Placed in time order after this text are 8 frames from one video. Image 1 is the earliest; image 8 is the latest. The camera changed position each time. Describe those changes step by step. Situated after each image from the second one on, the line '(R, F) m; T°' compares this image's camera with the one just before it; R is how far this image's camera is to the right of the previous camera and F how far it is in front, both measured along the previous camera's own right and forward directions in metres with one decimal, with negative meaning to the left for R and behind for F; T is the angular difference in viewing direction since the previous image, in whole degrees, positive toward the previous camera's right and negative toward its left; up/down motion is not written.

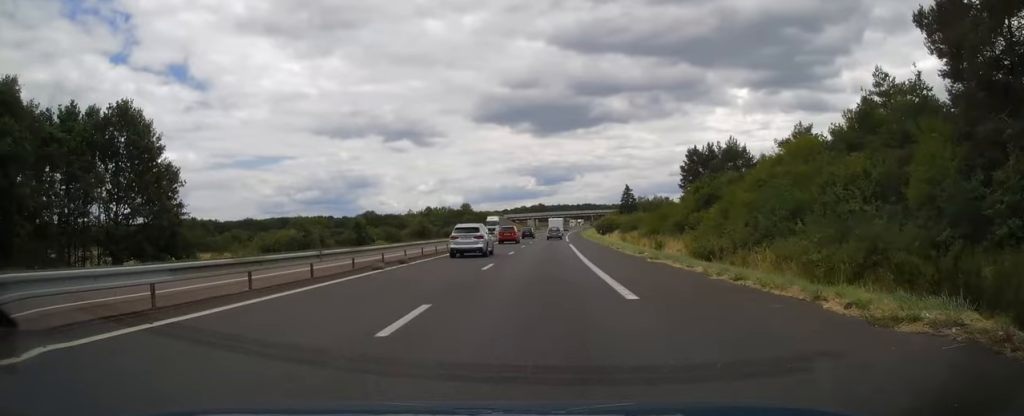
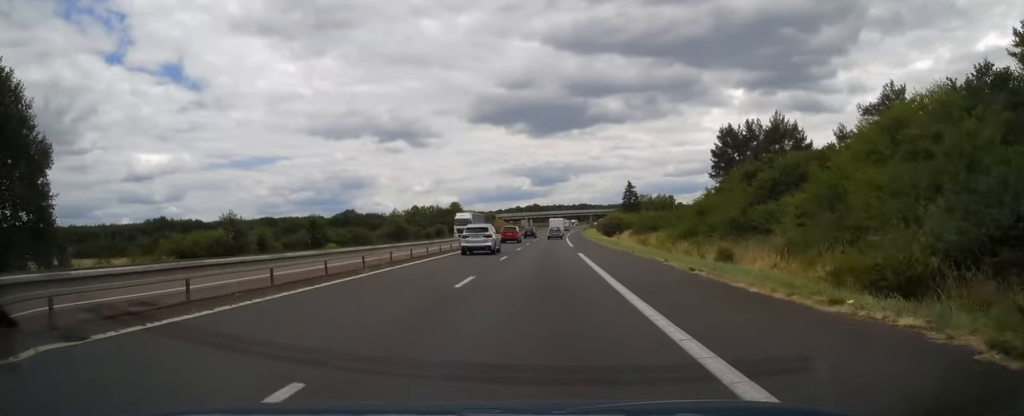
(+0.1, +18.7) m; +1°
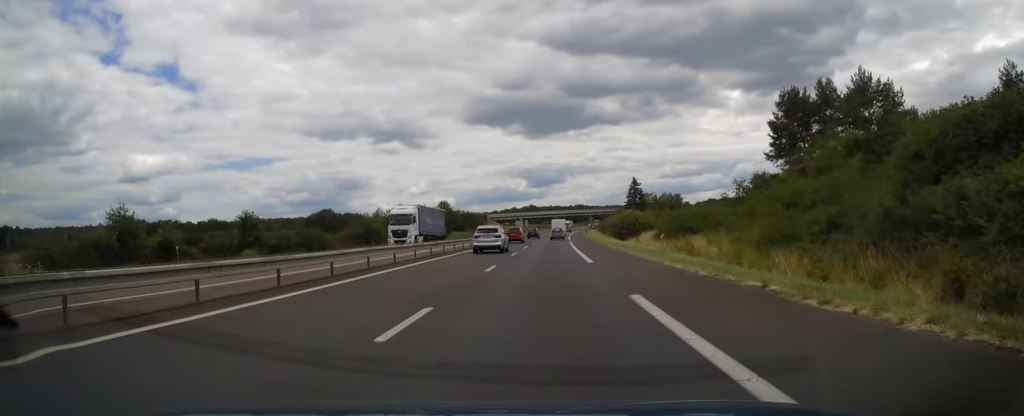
(+0.1, +19.7) m; +1°
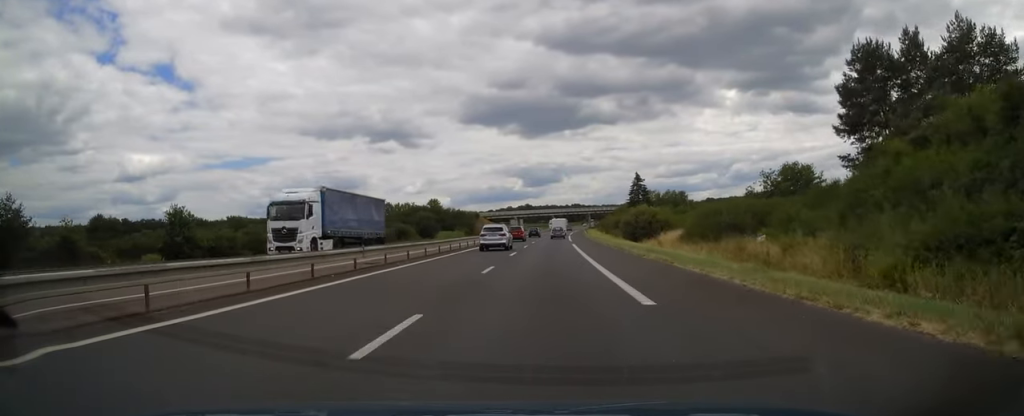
(0.0, +13.8) m; 0°
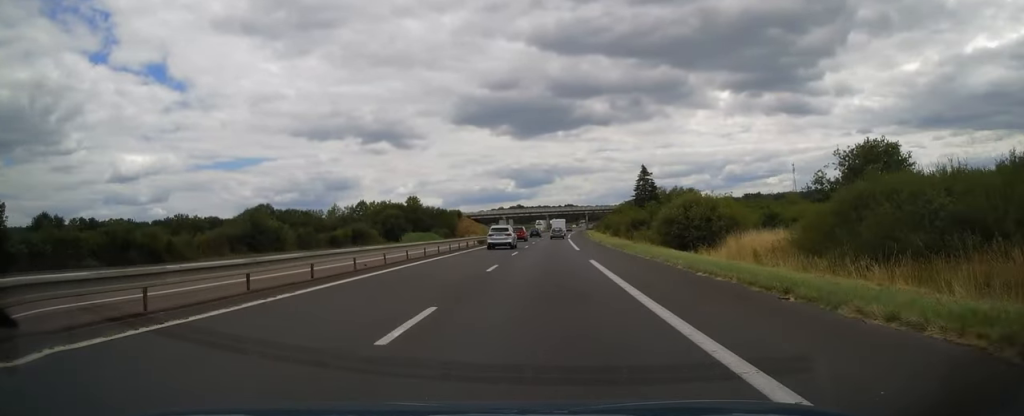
(+0.1, +24.1) m; +1°
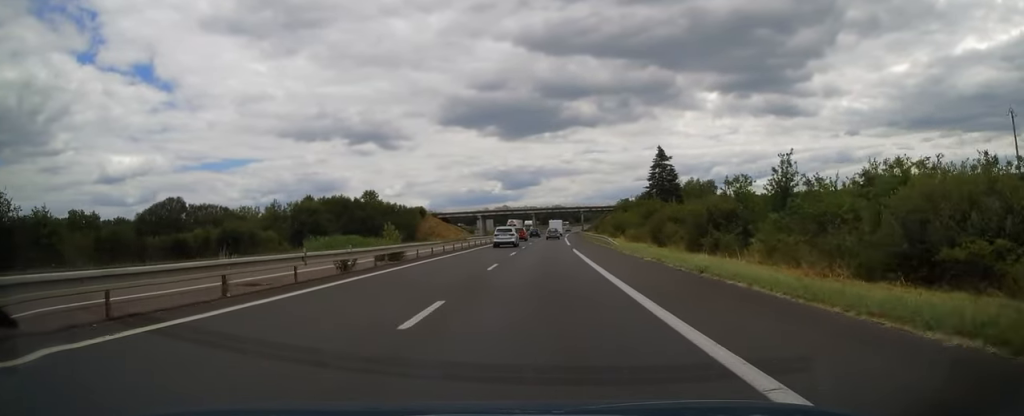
(+0.3, +36.8) m; +1°
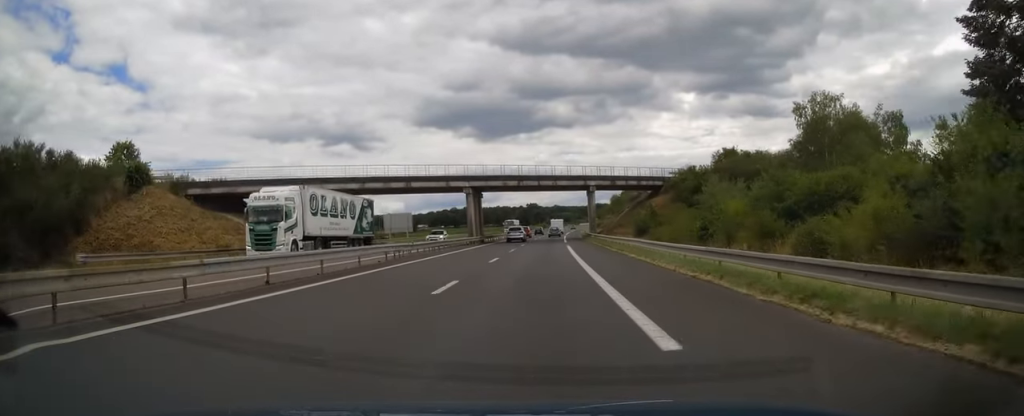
(+2.6, +96.8) m; +3°
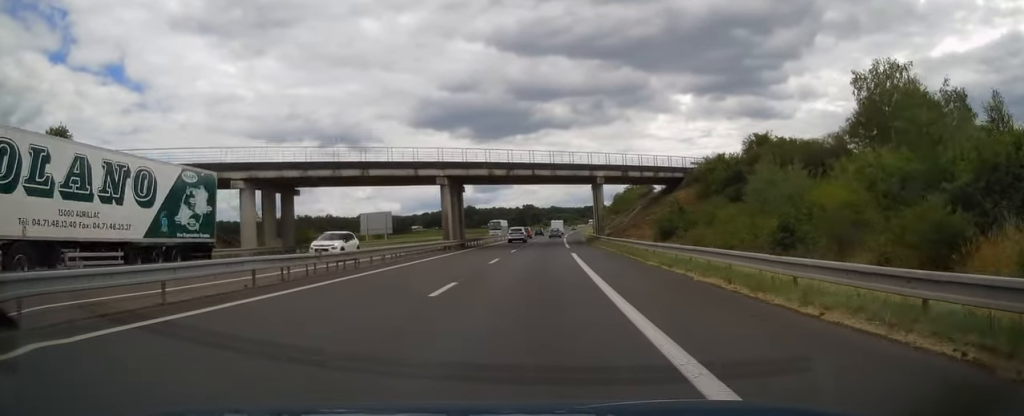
(0.0, +12.8) m; 0°
